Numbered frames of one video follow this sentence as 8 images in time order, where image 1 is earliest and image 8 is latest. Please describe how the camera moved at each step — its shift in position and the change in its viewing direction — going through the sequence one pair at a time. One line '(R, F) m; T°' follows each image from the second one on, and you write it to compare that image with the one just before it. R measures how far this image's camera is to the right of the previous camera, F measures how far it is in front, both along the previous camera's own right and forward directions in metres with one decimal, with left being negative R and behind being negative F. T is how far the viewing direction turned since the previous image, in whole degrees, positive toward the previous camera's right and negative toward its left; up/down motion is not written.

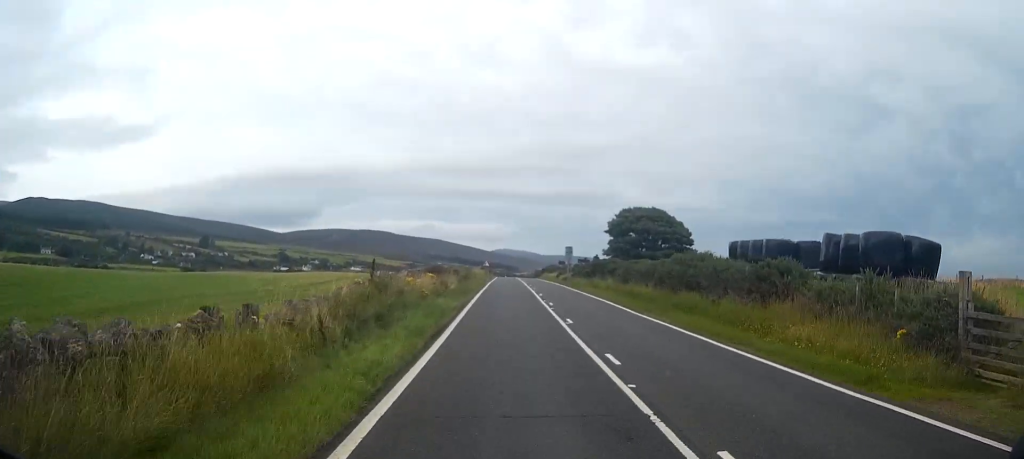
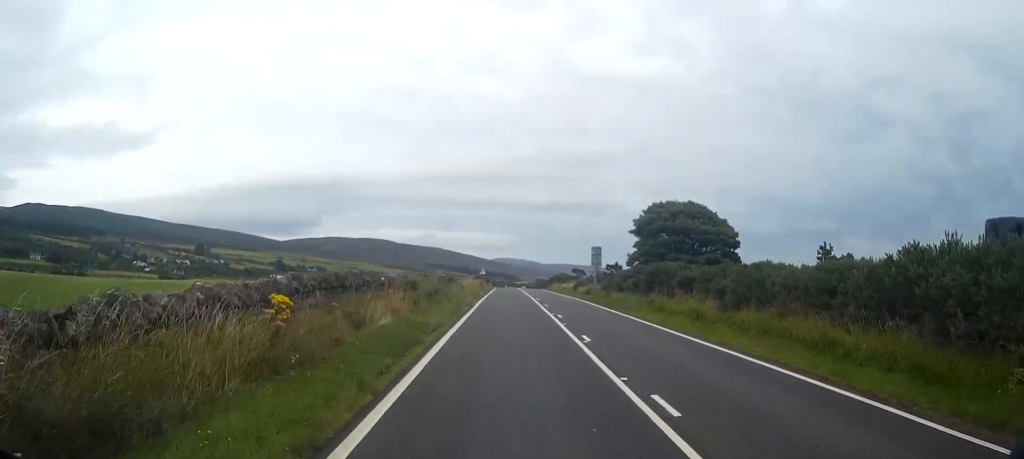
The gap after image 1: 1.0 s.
(+0.1, +17.1) m; 0°
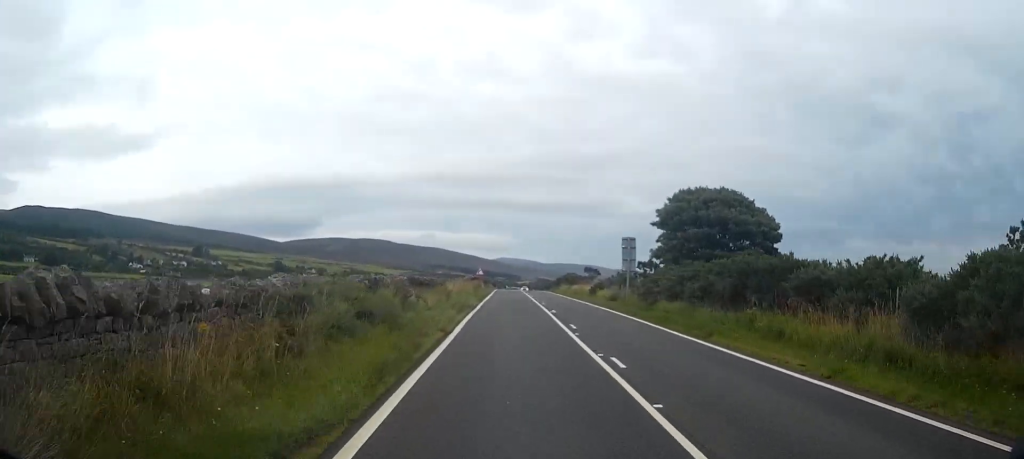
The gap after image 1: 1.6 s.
(+0.1, +10.6) m; 0°
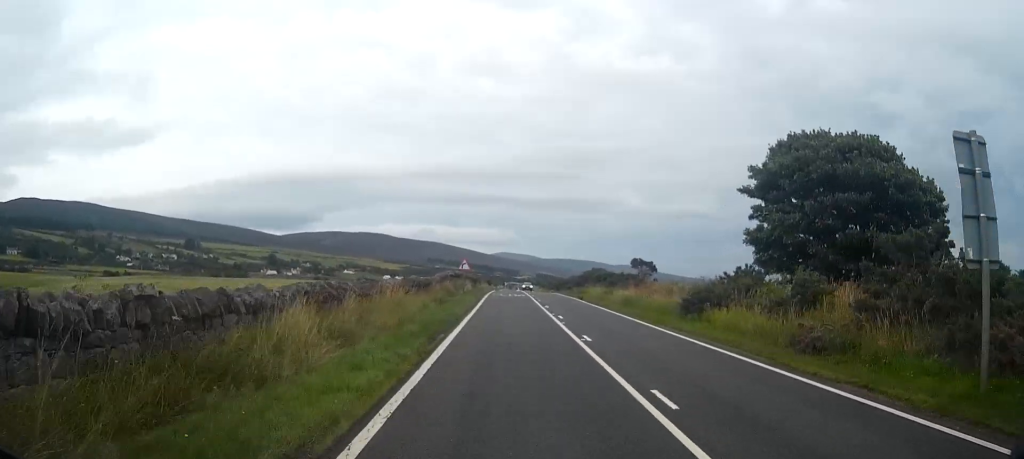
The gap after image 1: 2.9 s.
(-0.2, +24.0) m; 0°
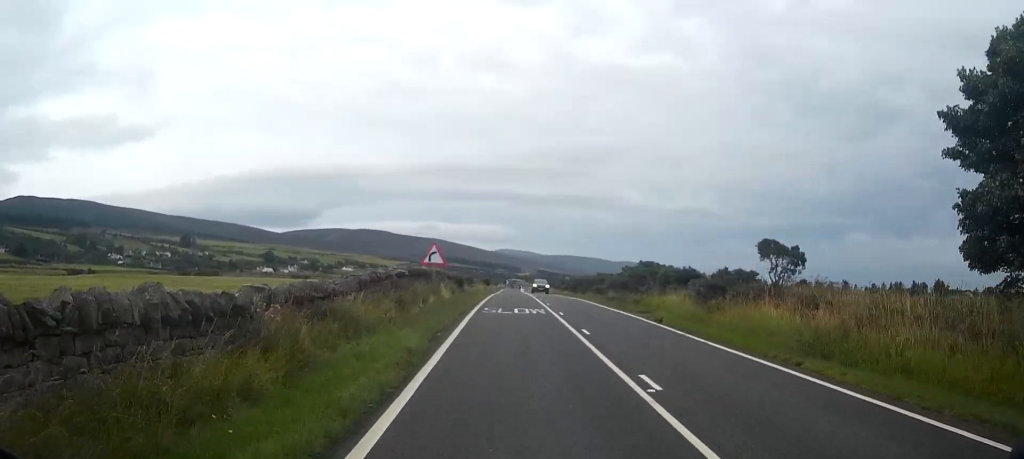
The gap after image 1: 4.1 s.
(0.0, +20.1) m; 0°
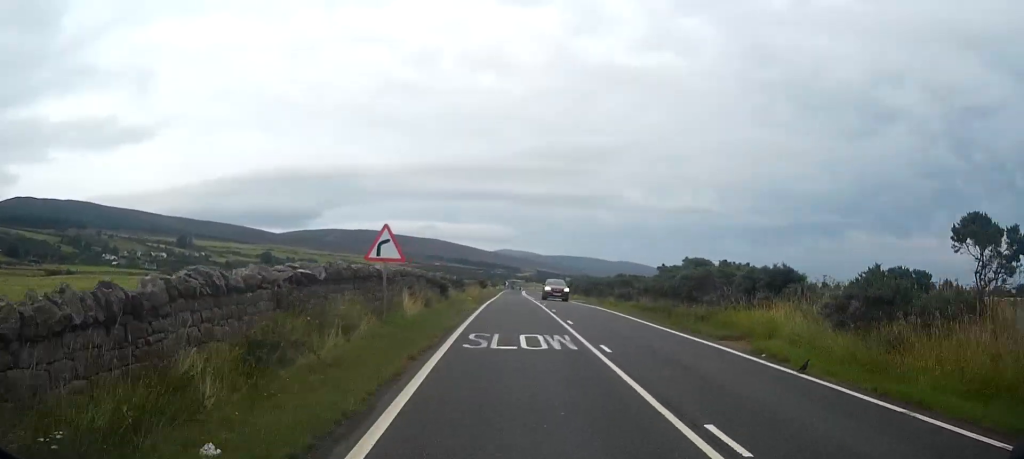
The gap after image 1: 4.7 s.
(0.0, +10.2) m; 0°
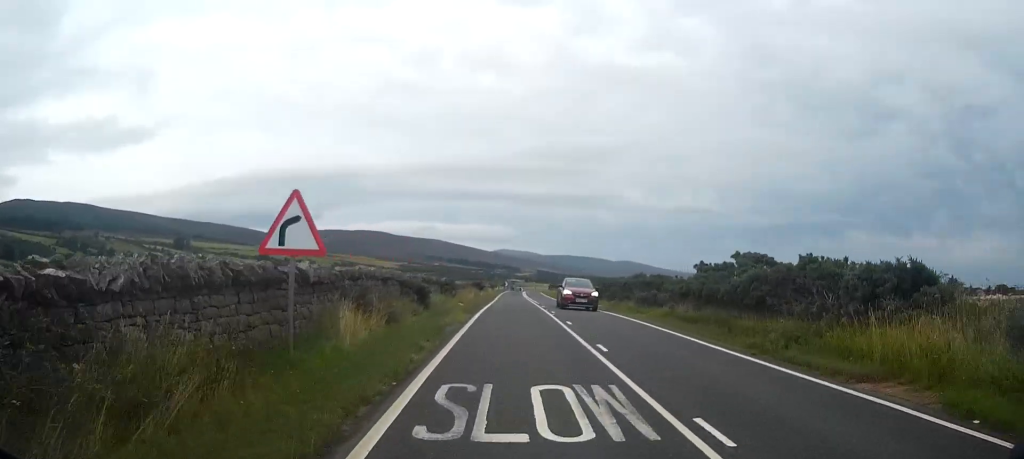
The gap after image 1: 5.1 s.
(0.0, +6.6) m; 0°
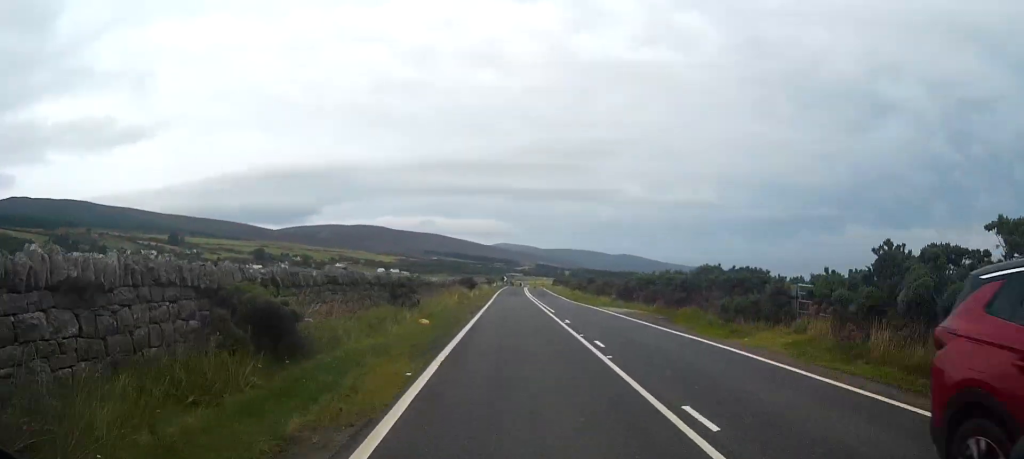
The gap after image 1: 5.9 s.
(-0.1, +13.7) m; 0°
